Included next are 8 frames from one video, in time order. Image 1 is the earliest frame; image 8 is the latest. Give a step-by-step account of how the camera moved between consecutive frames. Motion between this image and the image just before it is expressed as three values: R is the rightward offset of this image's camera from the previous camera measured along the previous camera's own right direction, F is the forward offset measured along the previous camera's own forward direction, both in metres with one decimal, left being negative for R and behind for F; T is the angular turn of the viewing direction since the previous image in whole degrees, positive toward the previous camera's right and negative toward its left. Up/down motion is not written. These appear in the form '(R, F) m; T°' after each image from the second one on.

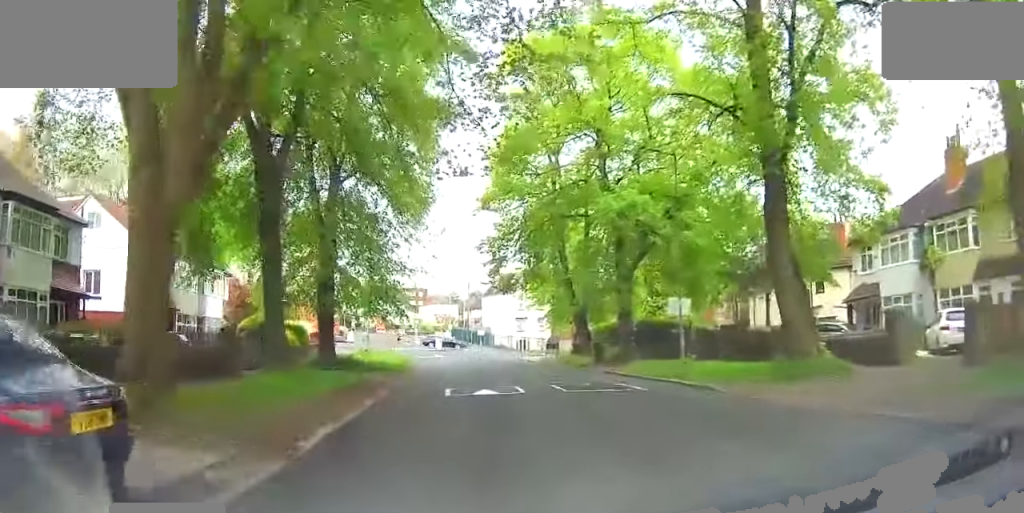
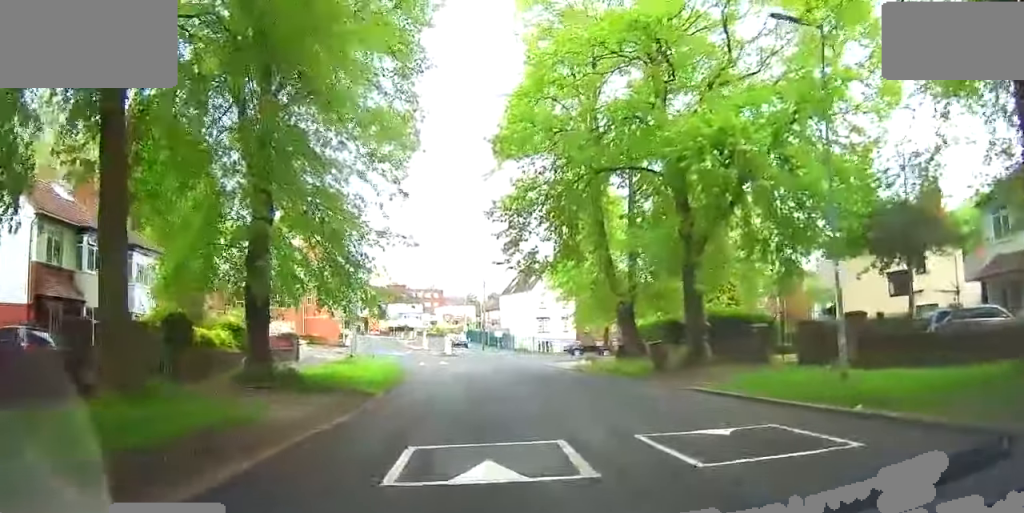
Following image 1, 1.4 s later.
(+0.2, +9.2) m; +1°
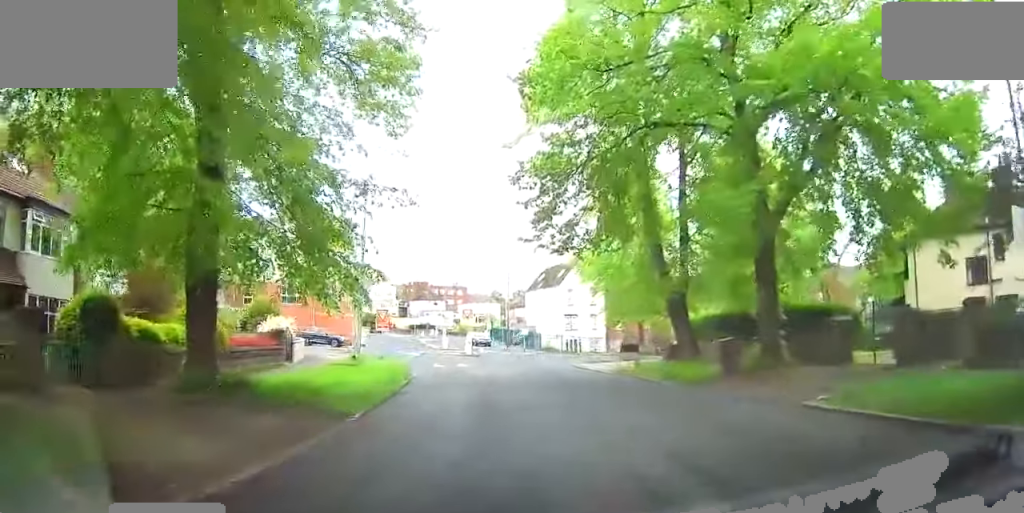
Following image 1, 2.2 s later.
(+0.1, +5.0) m; -2°
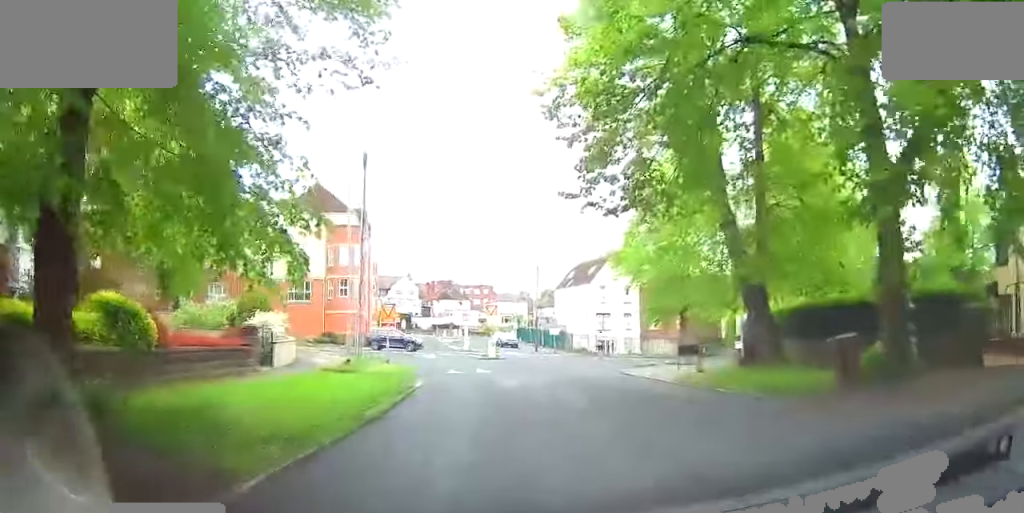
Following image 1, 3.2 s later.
(-0.3, +5.9) m; -3°
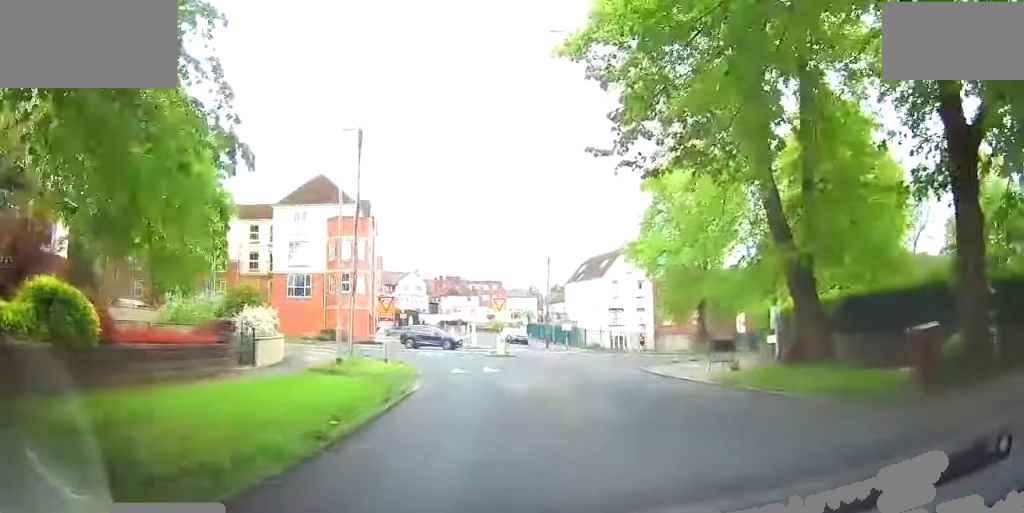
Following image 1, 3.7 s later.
(0.0, +2.8) m; 0°
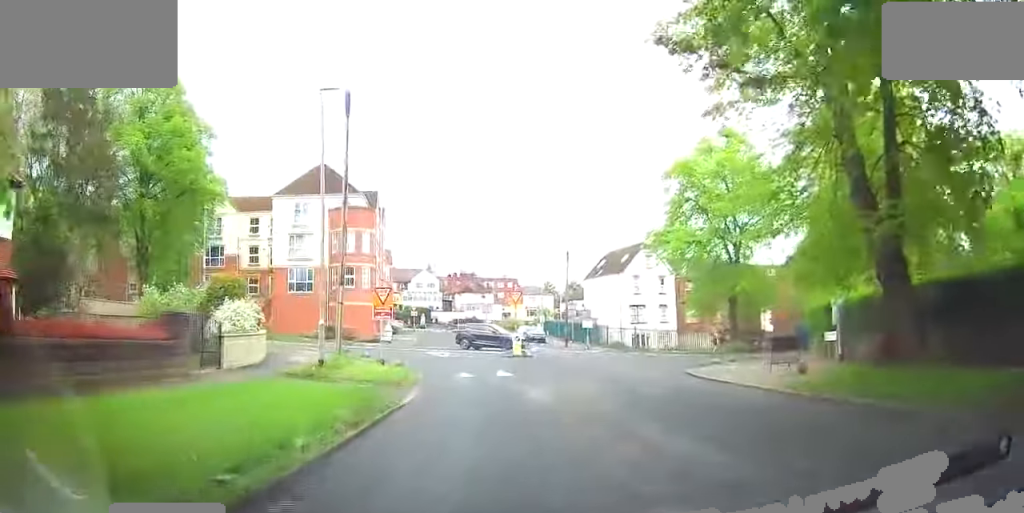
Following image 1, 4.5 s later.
(0.0, +4.1) m; 0°
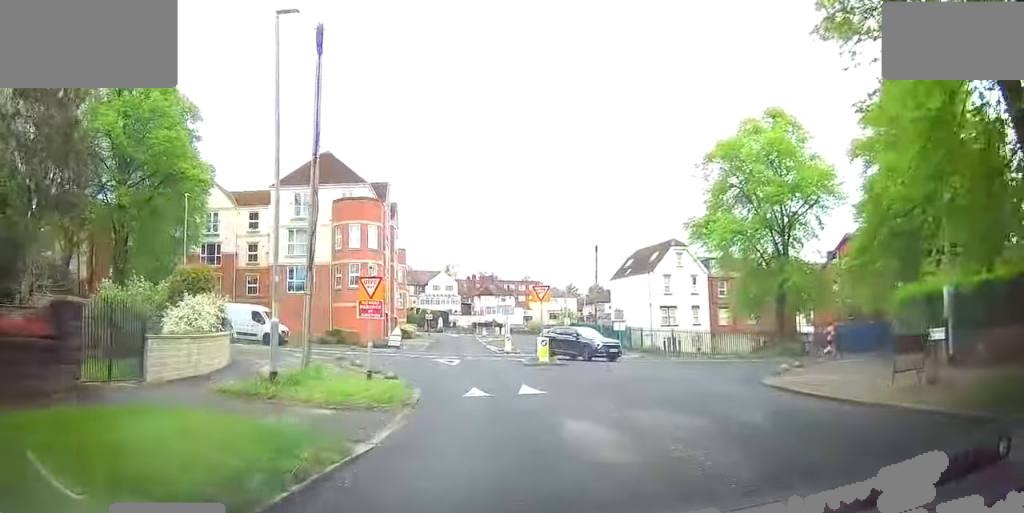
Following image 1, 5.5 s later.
(0.0, +5.5) m; -2°
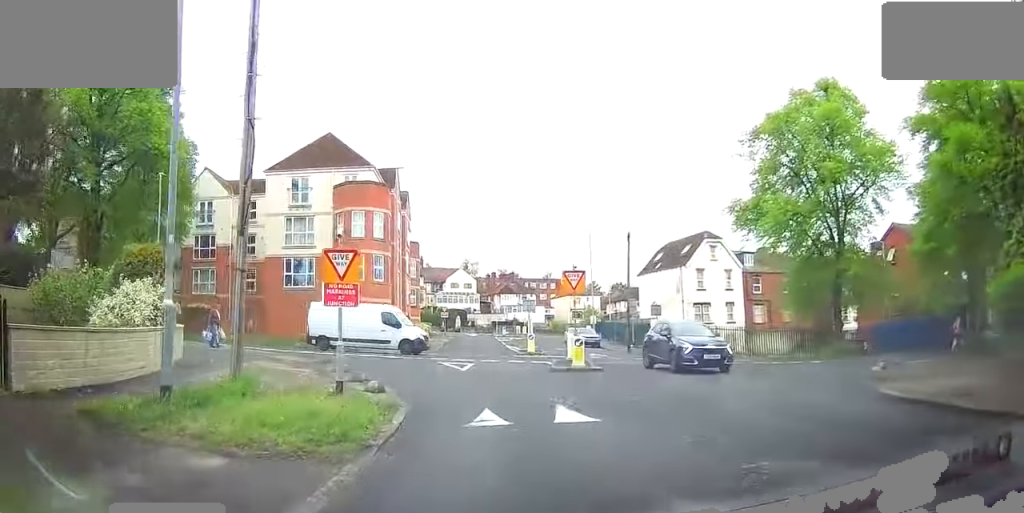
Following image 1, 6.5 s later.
(-0.2, +5.0) m; -4°
